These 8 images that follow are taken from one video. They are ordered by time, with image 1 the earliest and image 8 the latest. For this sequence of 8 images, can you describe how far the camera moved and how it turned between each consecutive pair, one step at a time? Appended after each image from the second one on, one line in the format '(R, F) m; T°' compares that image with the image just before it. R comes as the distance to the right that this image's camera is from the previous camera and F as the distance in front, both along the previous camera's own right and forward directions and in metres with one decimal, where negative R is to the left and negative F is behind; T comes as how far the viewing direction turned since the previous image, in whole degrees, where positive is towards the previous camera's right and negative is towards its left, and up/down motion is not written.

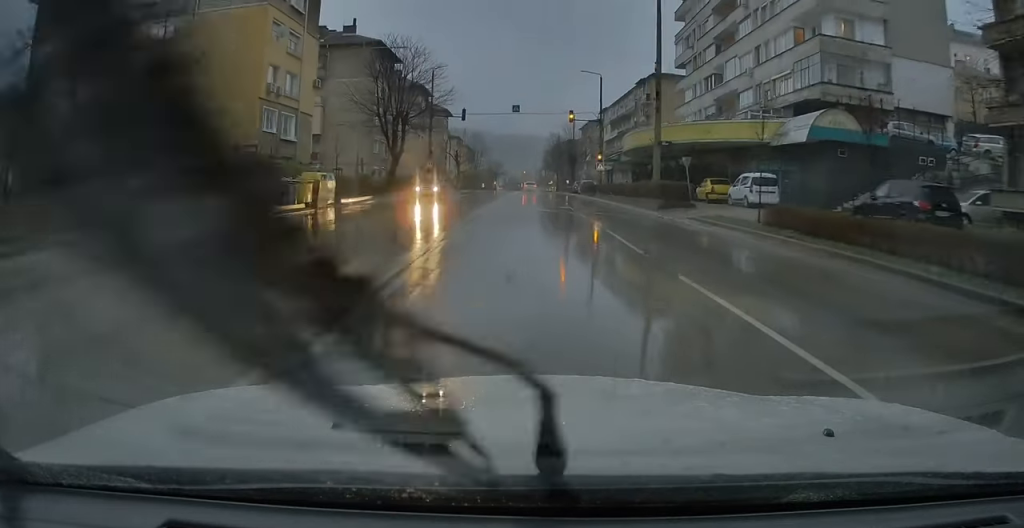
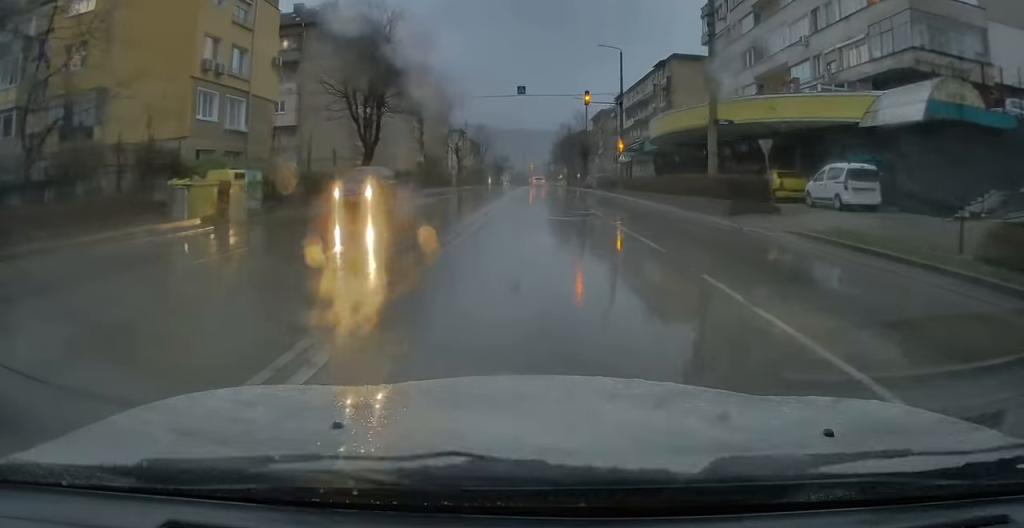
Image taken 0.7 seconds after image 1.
(0.0, +9.3) m; 0°
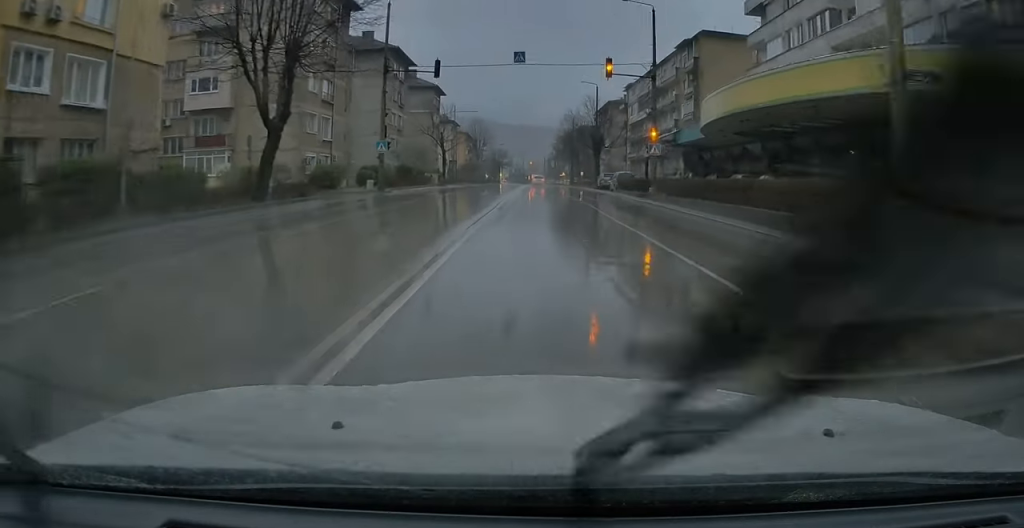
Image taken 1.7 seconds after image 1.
(0.0, +14.5) m; 0°
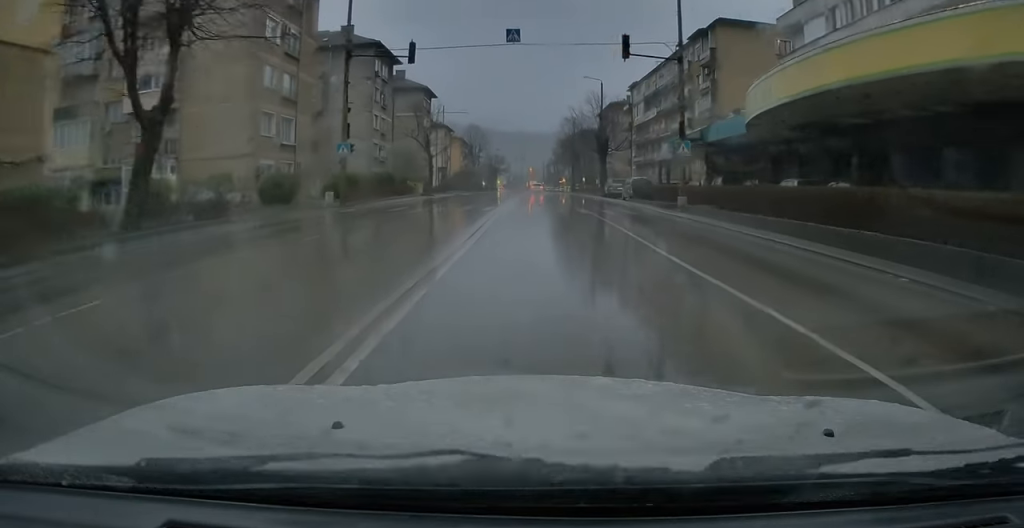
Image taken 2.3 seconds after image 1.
(0.0, +8.8) m; 0°
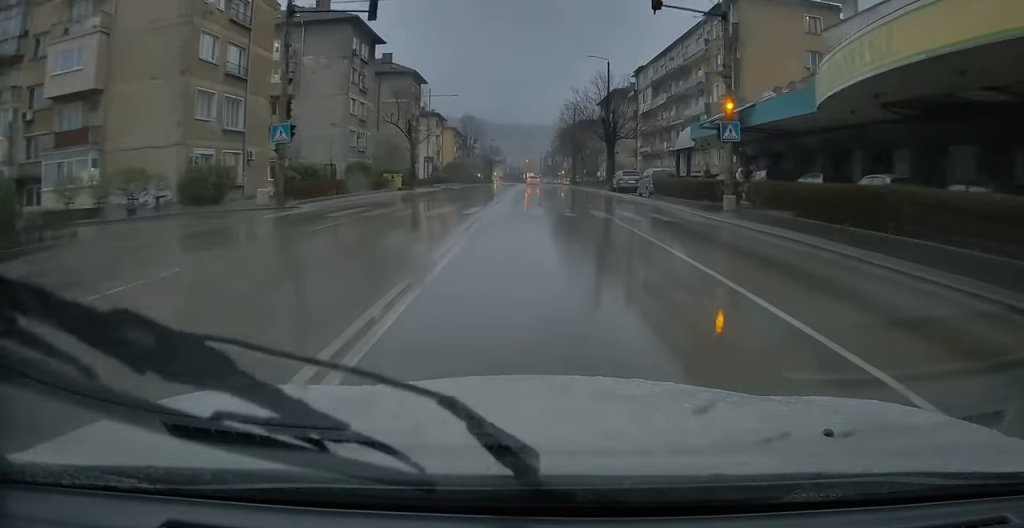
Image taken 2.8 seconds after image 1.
(0.0, +9.5) m; 0°
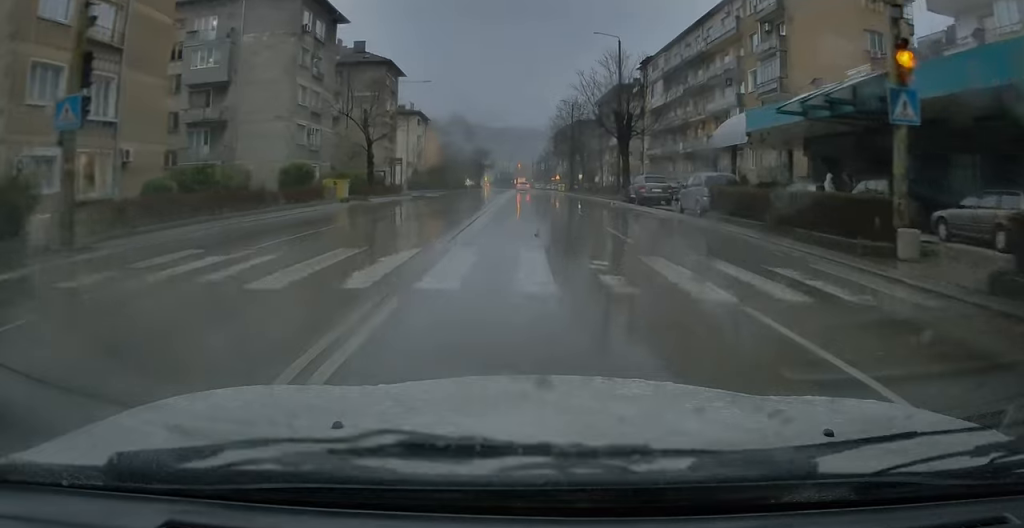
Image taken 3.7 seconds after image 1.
(0.0, +13.9) m; 0°
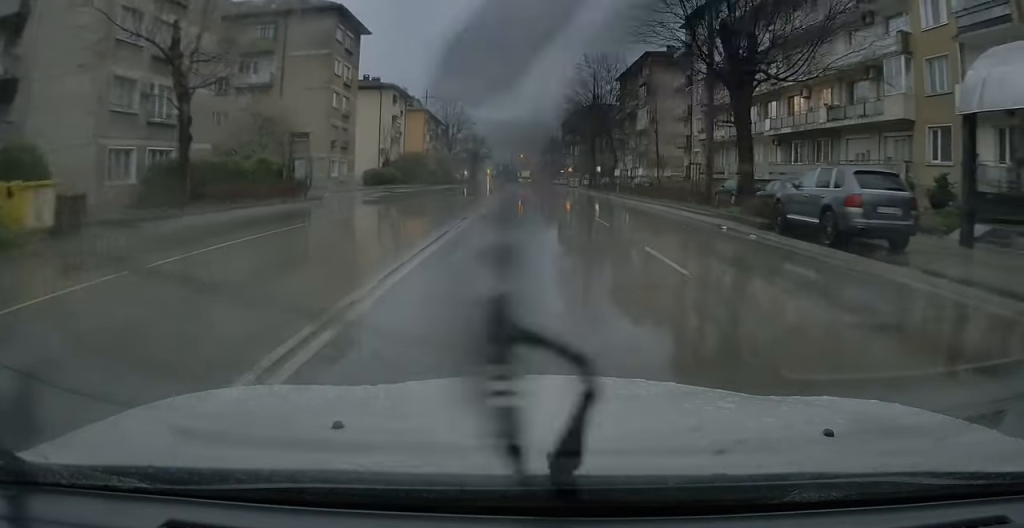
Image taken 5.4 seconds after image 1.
(+0.1, +25.4) m; 0°
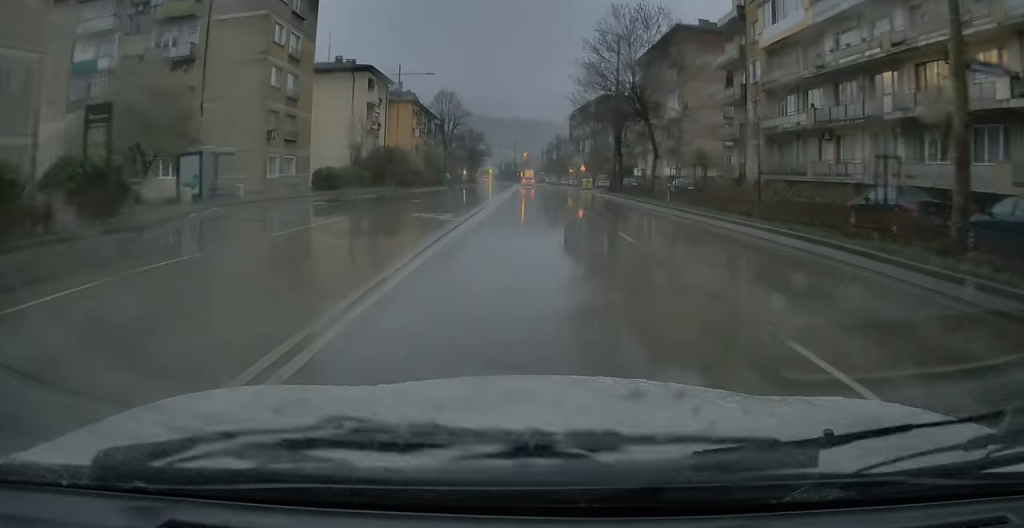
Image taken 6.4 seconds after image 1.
(0.0, +15.7) m; 0°
